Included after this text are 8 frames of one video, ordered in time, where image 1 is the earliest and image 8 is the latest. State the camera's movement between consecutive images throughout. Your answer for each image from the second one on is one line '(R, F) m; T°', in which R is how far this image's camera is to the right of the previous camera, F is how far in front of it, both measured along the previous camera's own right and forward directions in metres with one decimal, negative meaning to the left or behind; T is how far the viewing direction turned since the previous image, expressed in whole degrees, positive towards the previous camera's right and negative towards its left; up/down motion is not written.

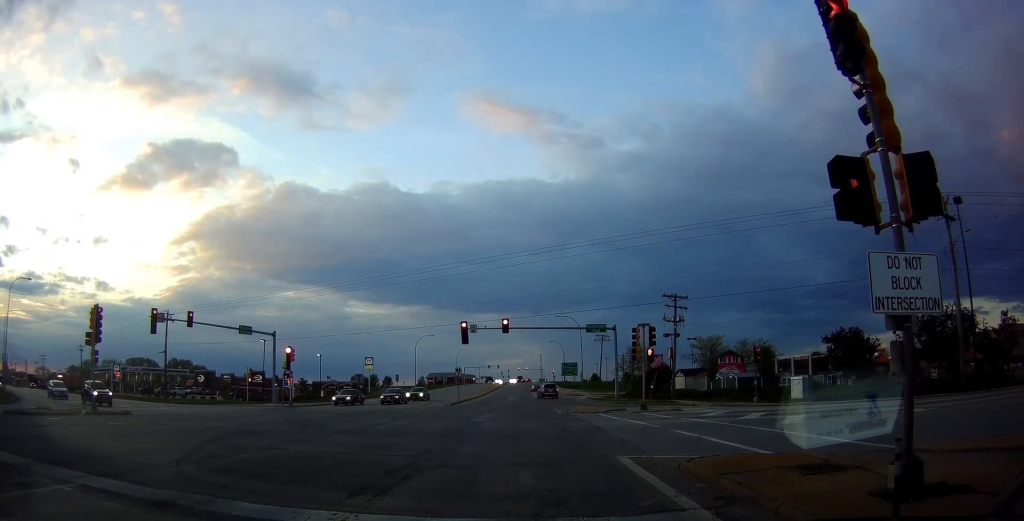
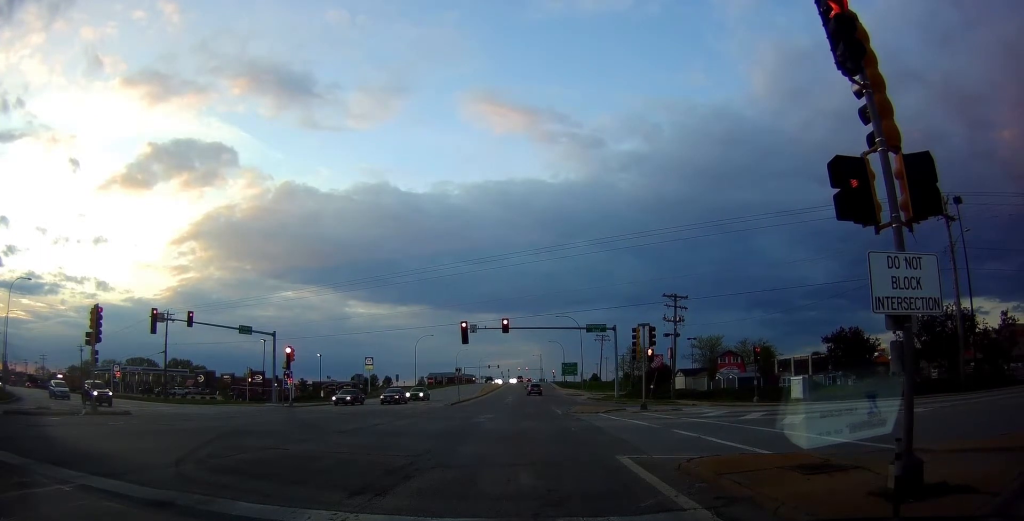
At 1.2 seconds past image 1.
(0.0, 0.0) m; 0°
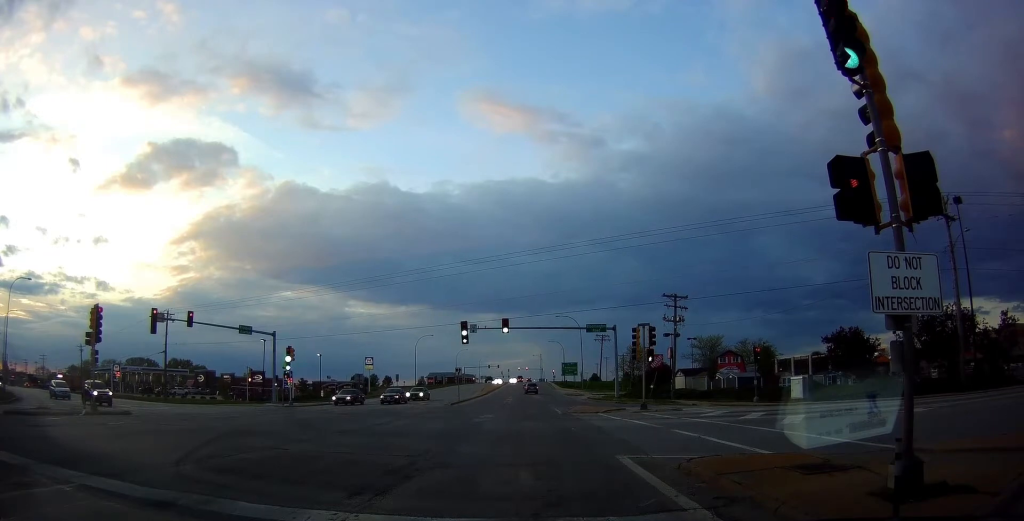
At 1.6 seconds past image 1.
(0.0, 0.0) m; 0°
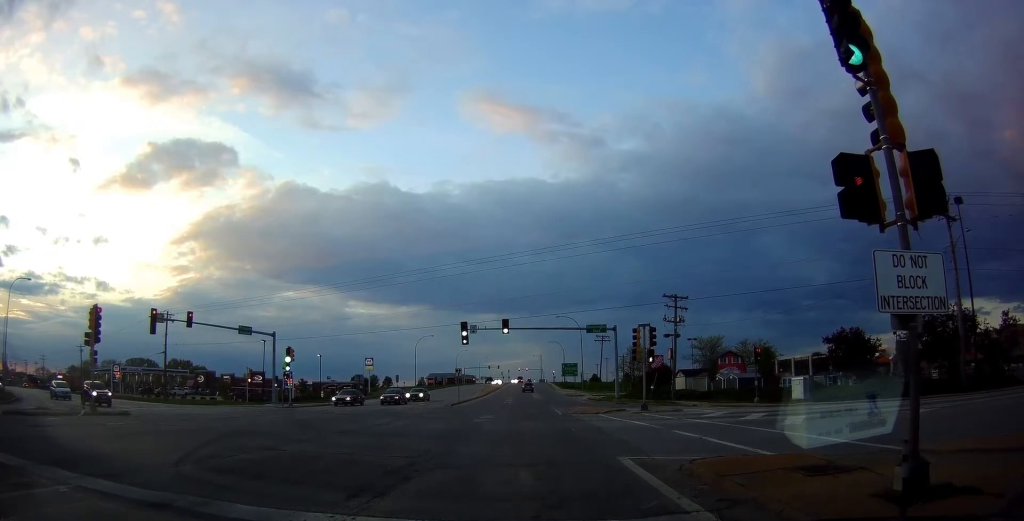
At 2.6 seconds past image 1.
(0.0, 0.0) m; 0°
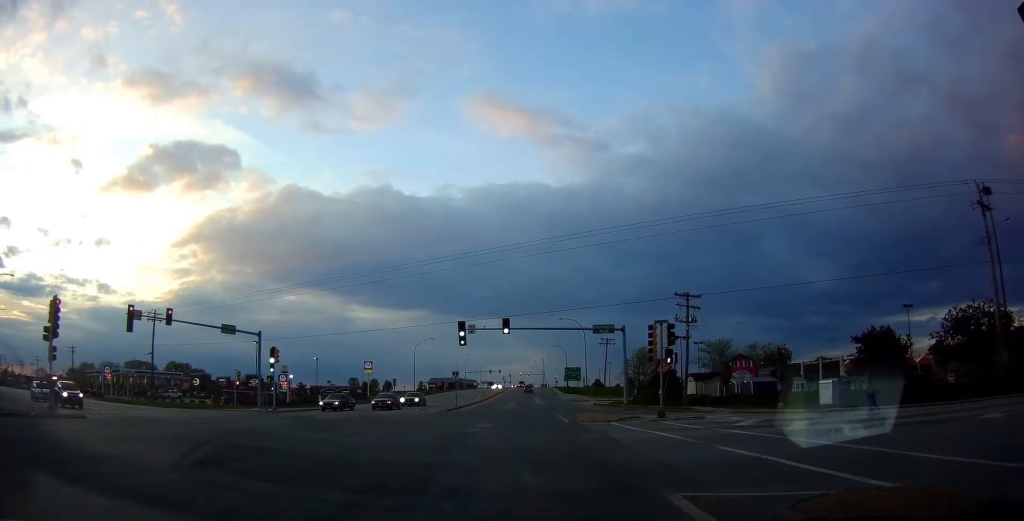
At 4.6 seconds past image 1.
(0.0, +2.3) m; 0°
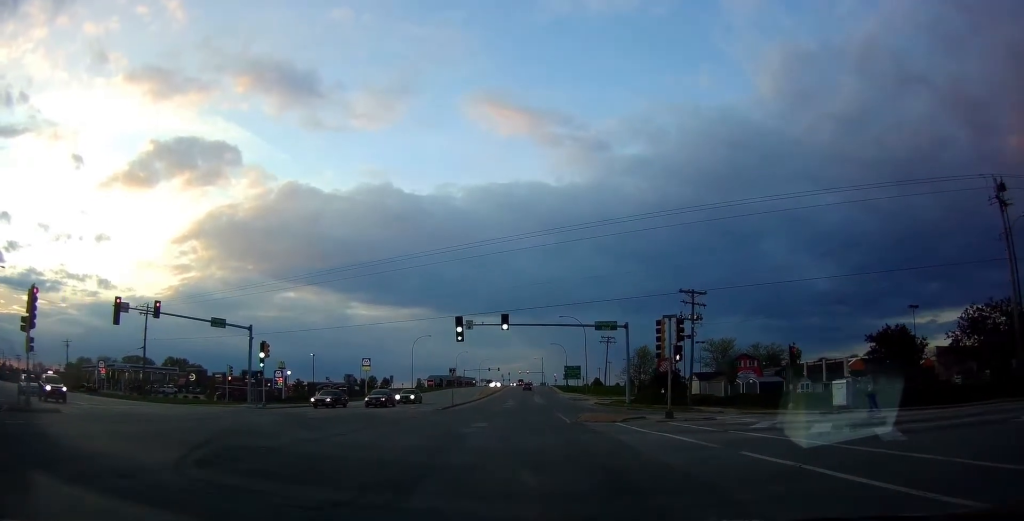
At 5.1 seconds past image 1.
(0.0, +1.6) m; -2°
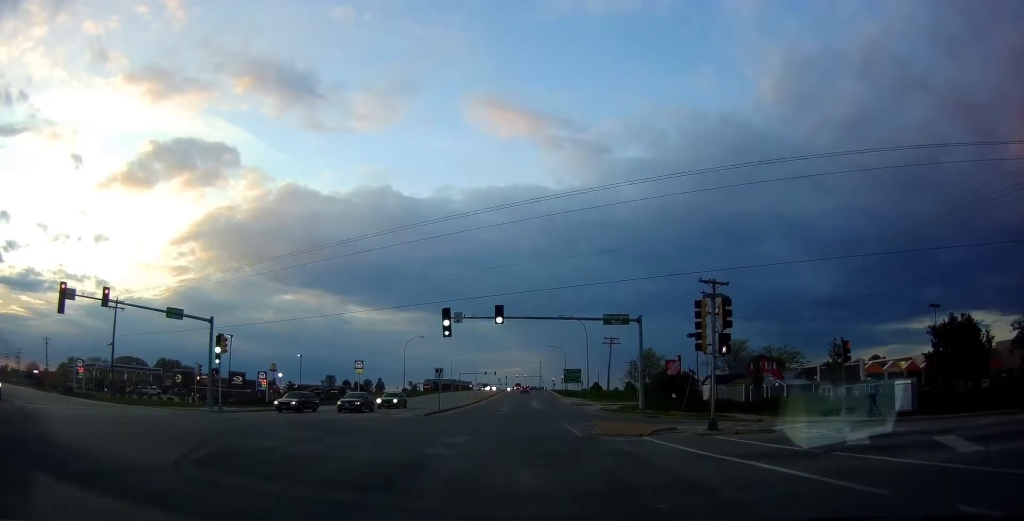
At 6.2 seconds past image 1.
(-0.2, +5.2) m; -2°
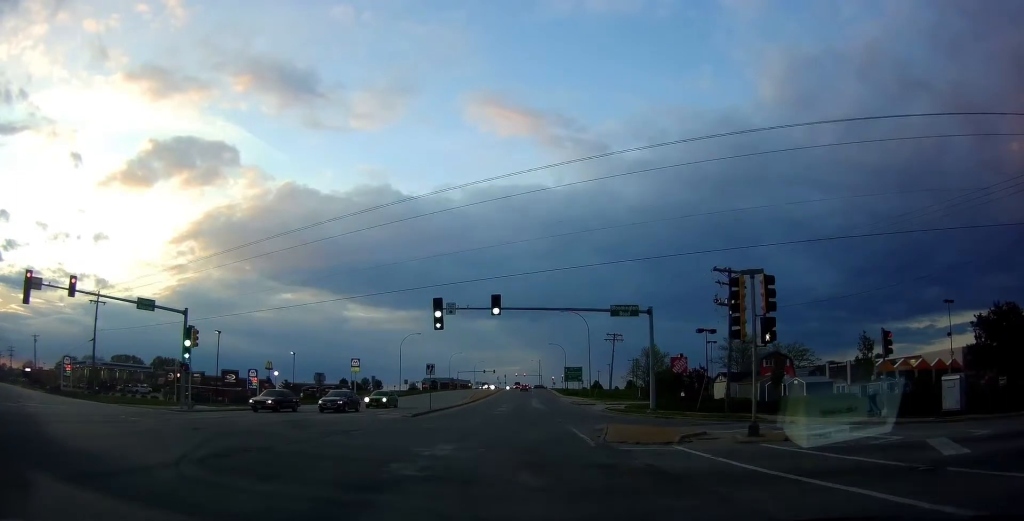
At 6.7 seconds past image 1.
(-0.2, +3.1) m; +1°
